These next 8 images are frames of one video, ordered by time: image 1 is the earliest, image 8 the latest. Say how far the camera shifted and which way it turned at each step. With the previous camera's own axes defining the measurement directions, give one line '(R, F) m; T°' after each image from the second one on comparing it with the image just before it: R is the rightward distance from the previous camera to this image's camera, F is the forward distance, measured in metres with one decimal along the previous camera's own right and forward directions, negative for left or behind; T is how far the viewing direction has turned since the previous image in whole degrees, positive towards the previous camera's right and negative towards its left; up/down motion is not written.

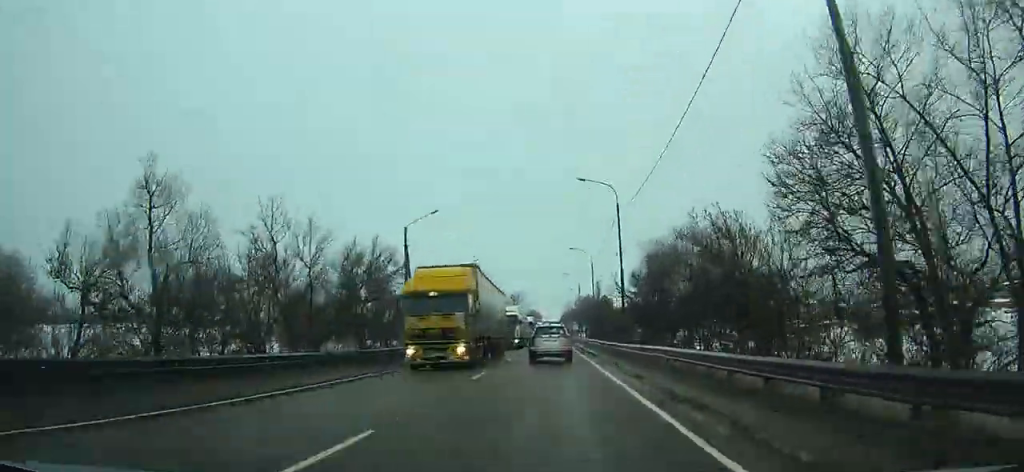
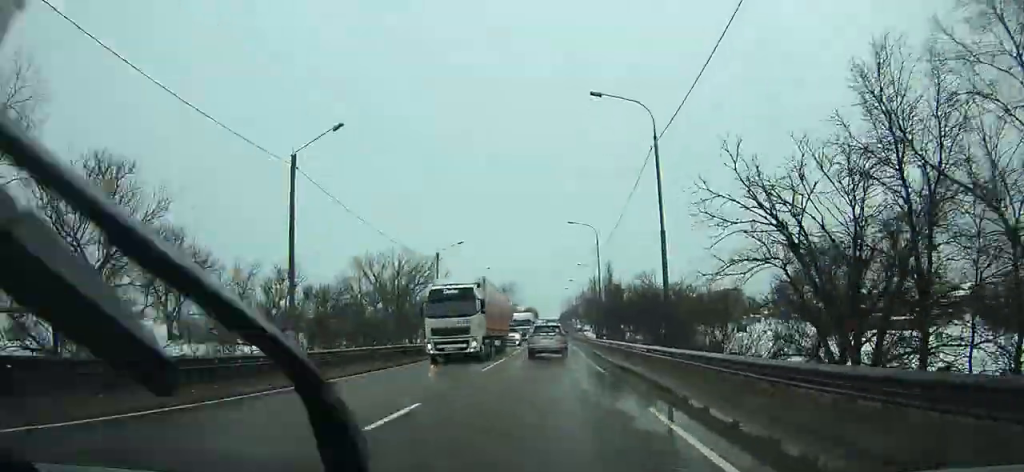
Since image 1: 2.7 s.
(0.0, +44.3) m; 0°
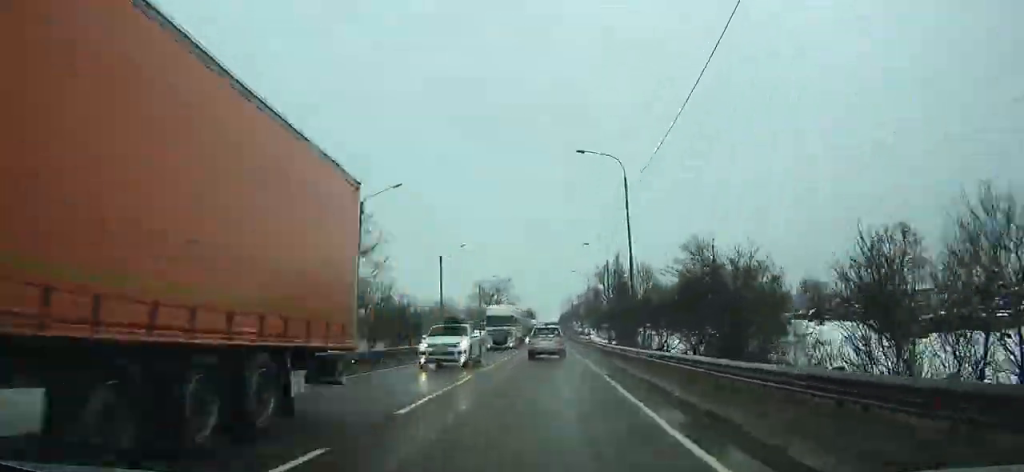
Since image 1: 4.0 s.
(0.0, +21.9) m; 0°
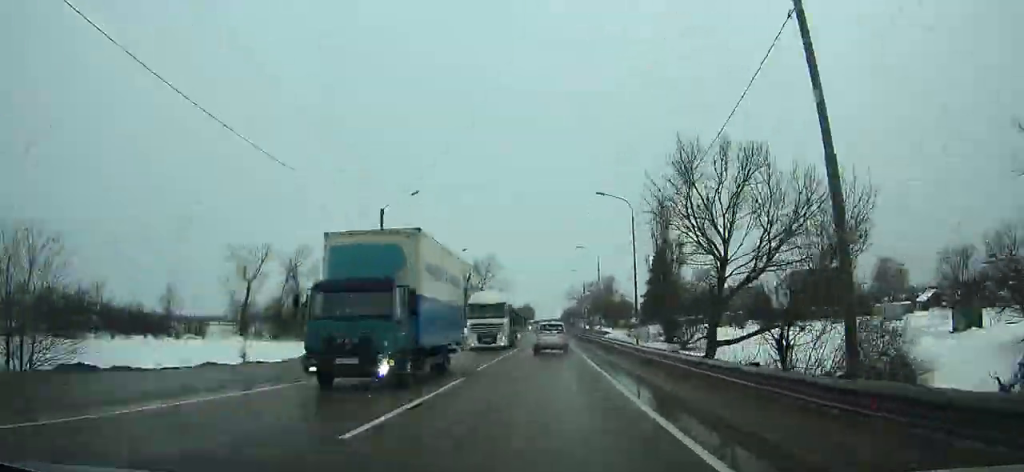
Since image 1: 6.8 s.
(0.0, +48.3) m; 0°
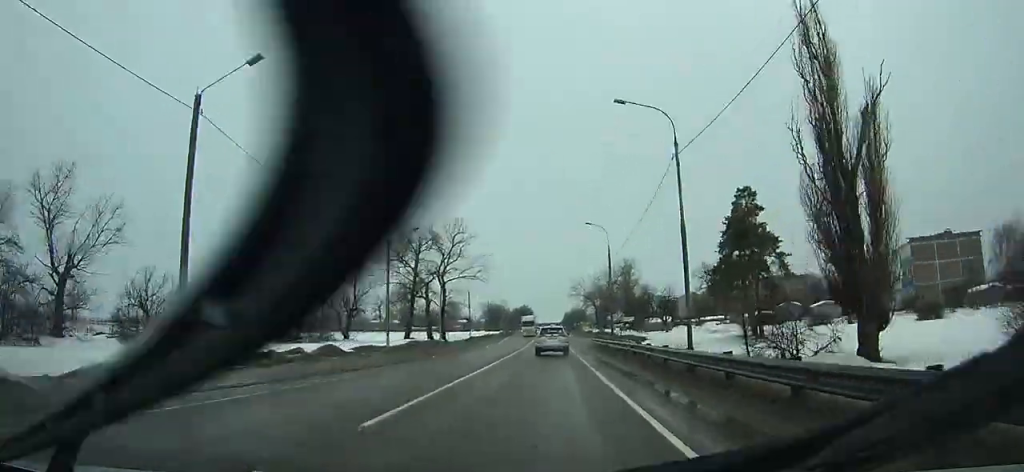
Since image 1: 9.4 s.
(+0.1, +46.9) m; 0°
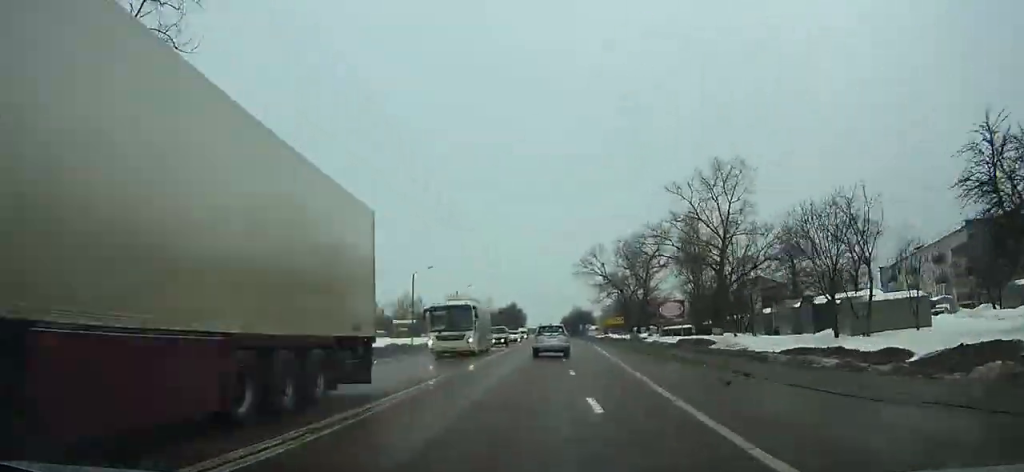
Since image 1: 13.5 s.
(0.0, +77.4) m; 0°
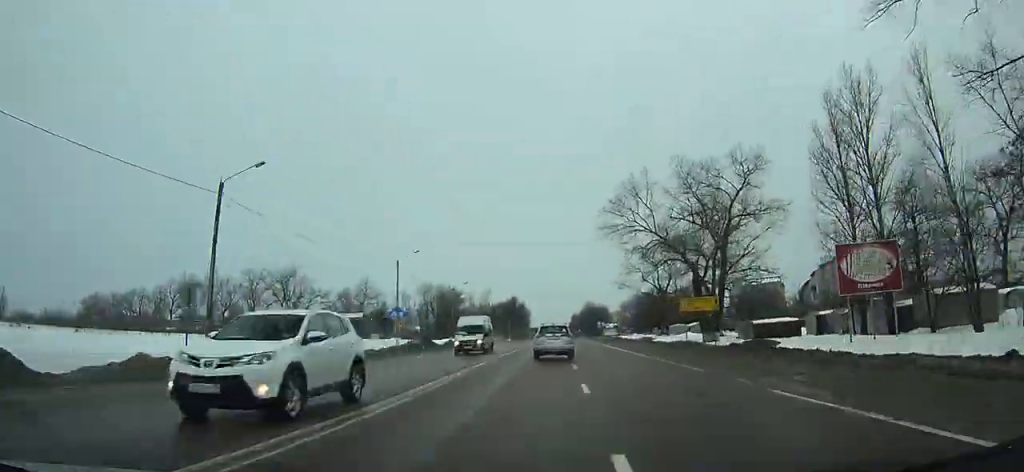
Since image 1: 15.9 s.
(0.0, +45.6) m; 0°
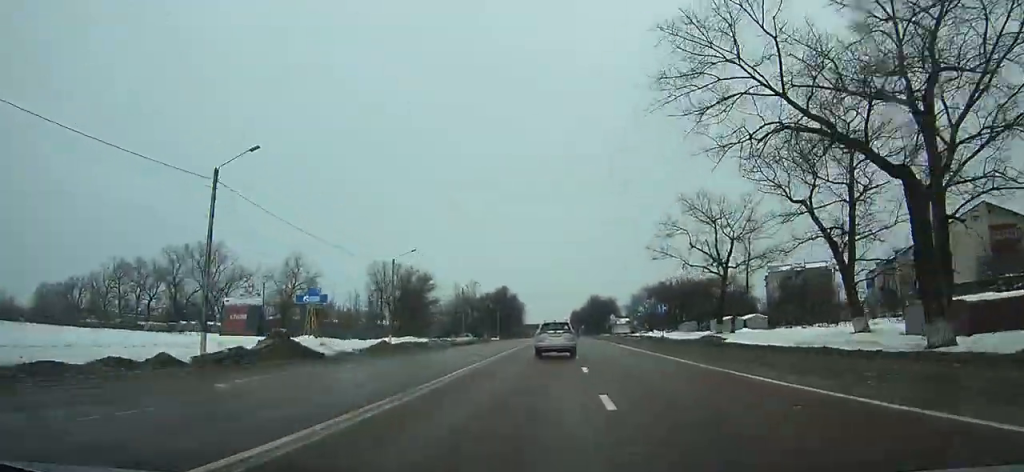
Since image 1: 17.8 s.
(-0.1, +35.8) m; 0°
